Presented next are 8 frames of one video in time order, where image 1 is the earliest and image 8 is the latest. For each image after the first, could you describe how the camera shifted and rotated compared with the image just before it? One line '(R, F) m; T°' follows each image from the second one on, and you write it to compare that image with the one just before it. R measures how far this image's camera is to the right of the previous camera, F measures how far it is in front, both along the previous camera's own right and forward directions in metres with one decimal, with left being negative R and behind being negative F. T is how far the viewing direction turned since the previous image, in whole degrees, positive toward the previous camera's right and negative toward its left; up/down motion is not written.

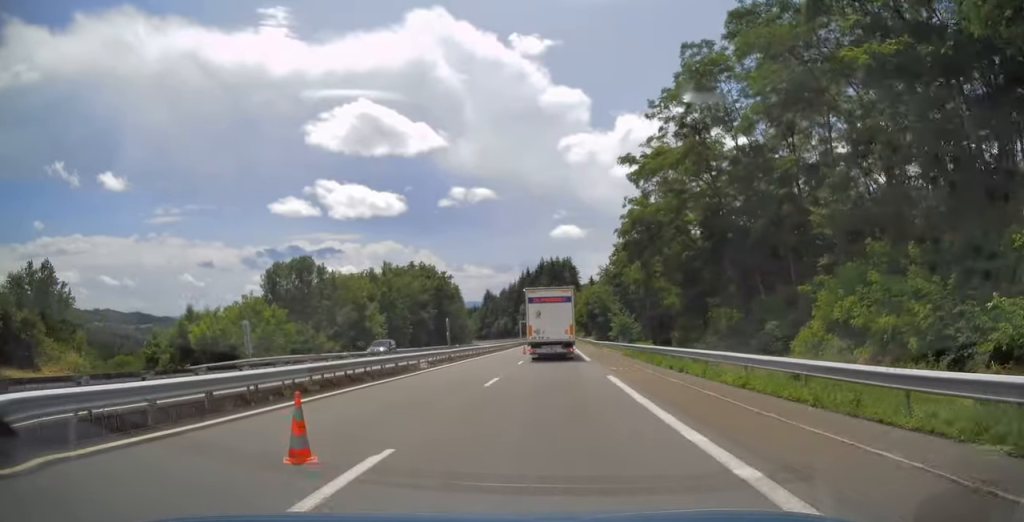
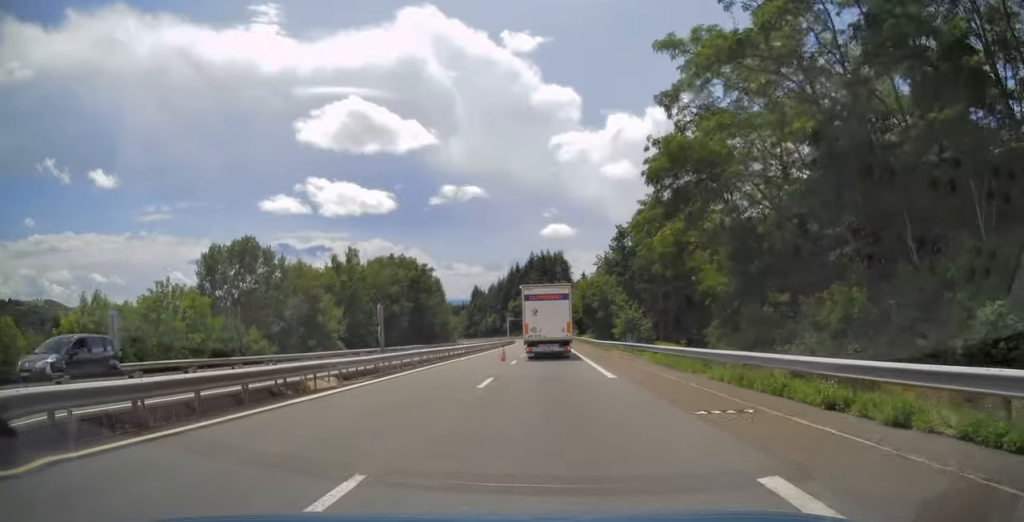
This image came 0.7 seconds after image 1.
(+0.3, +14.3) m; +1°
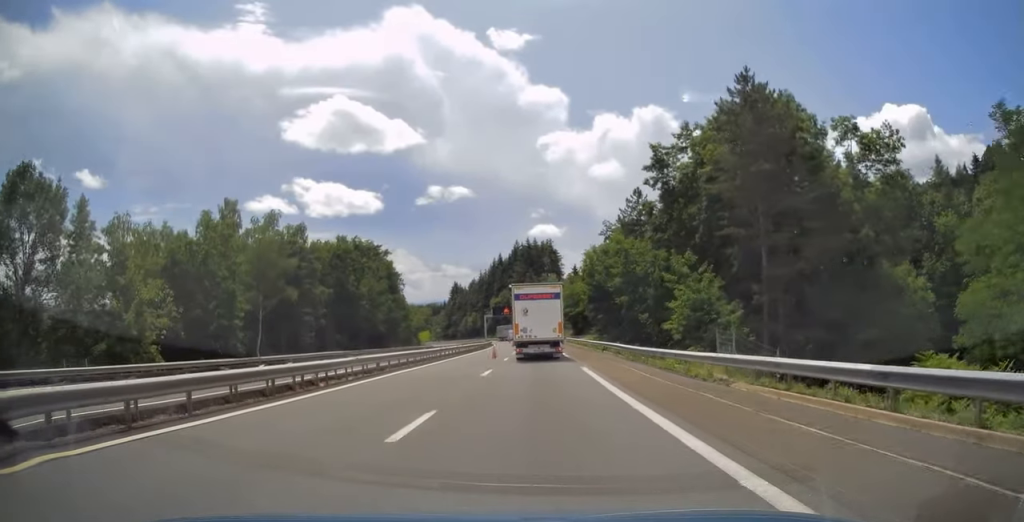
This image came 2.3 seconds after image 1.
(+0.3, +33.6) m; 0°
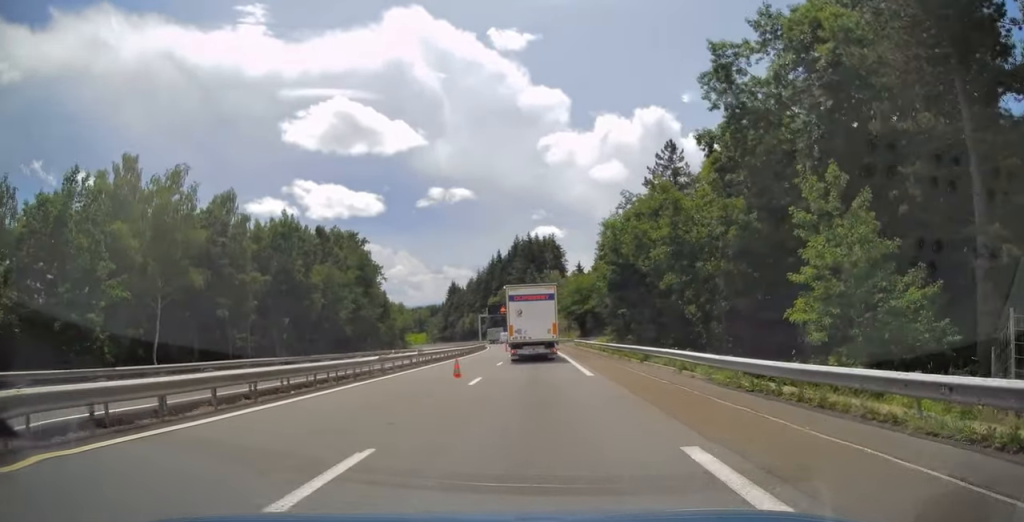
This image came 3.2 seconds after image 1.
(-0.1, +16.8) m; 0°
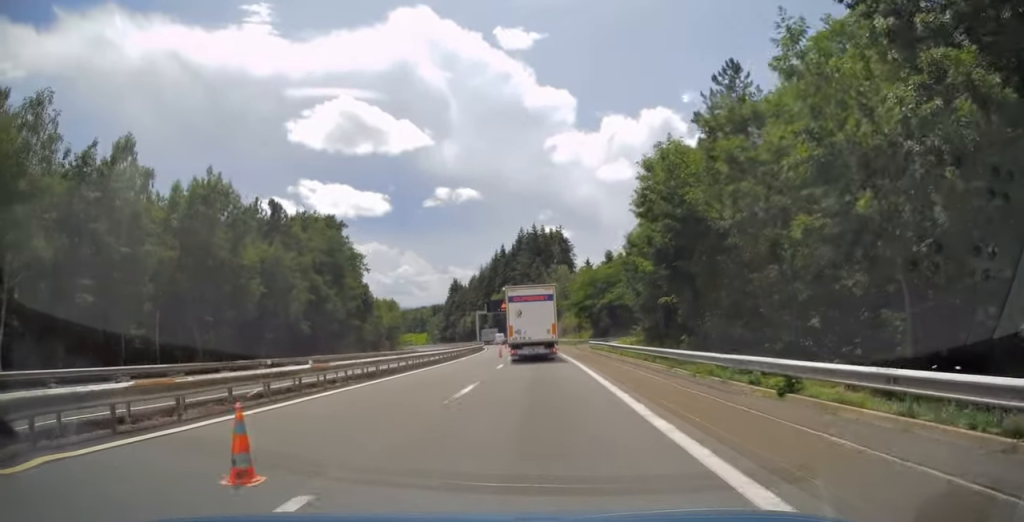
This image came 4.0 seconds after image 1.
(+0.2, +15.4) m; 0°
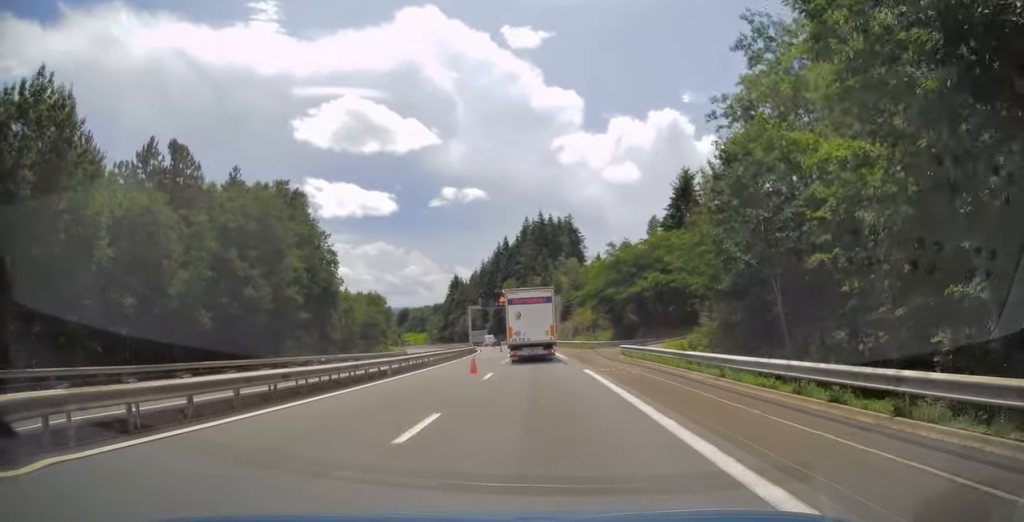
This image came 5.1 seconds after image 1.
(-0.2, +19.7) m; -1°
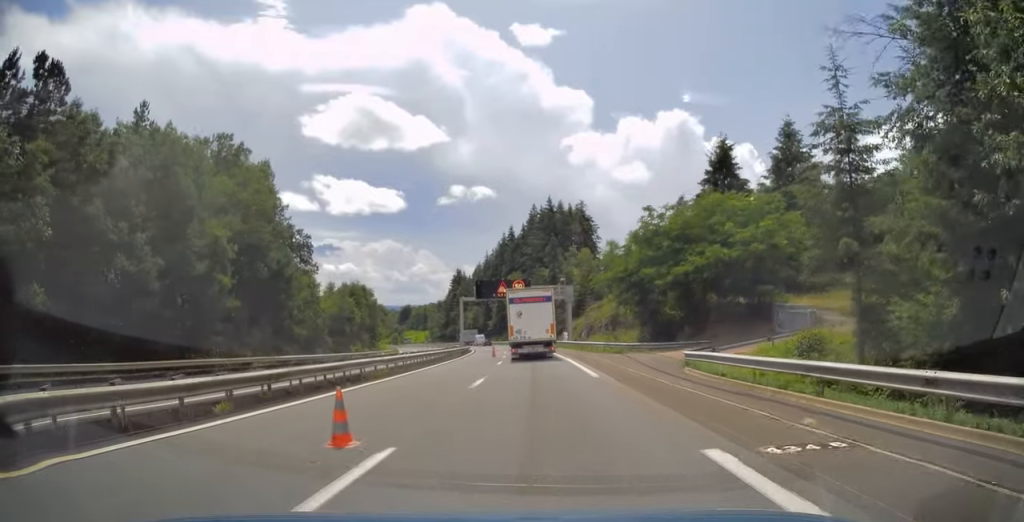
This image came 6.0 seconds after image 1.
(-0.1, +16.6) m; -1°
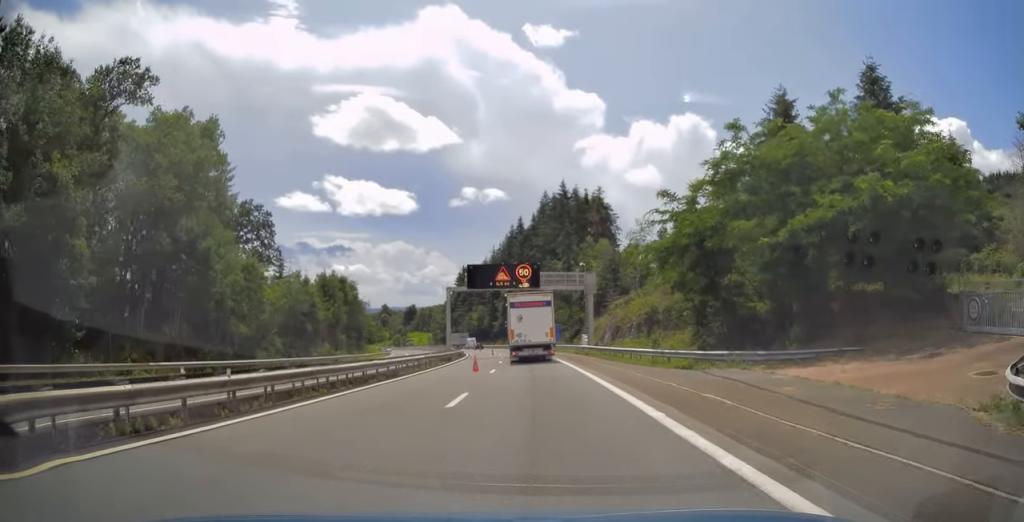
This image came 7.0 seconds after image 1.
(-0.1, +18.2) m; 0°
